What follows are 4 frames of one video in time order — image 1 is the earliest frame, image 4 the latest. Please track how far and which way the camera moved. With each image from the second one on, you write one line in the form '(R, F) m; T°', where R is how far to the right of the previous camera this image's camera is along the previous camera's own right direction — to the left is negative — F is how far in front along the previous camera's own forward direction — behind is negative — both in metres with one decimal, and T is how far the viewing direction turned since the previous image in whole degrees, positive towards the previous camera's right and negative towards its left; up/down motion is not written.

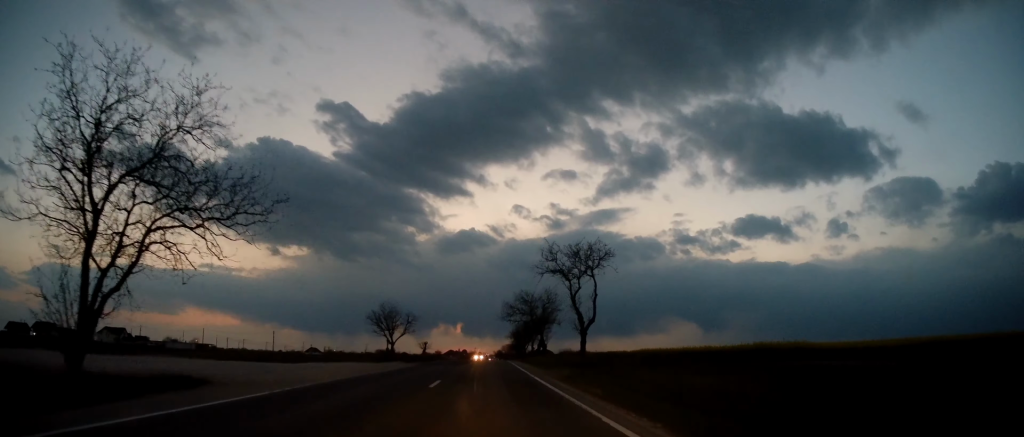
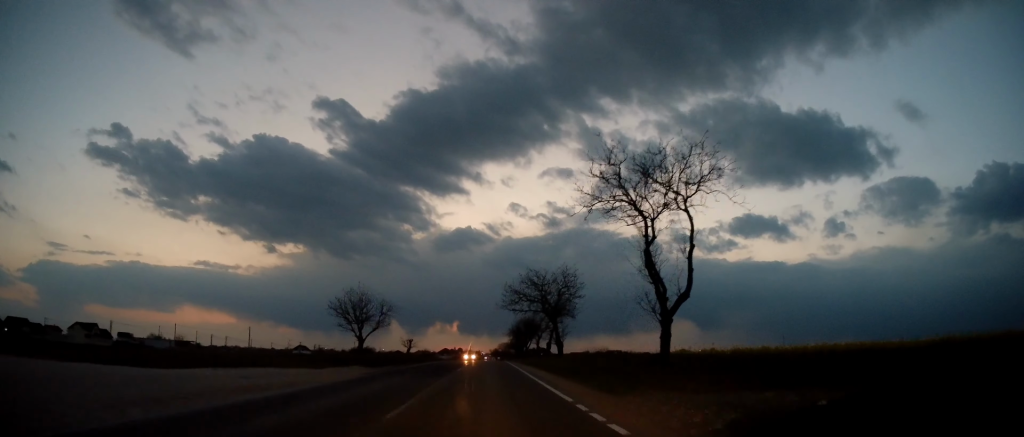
(-0.3, +16.1) m; 0°
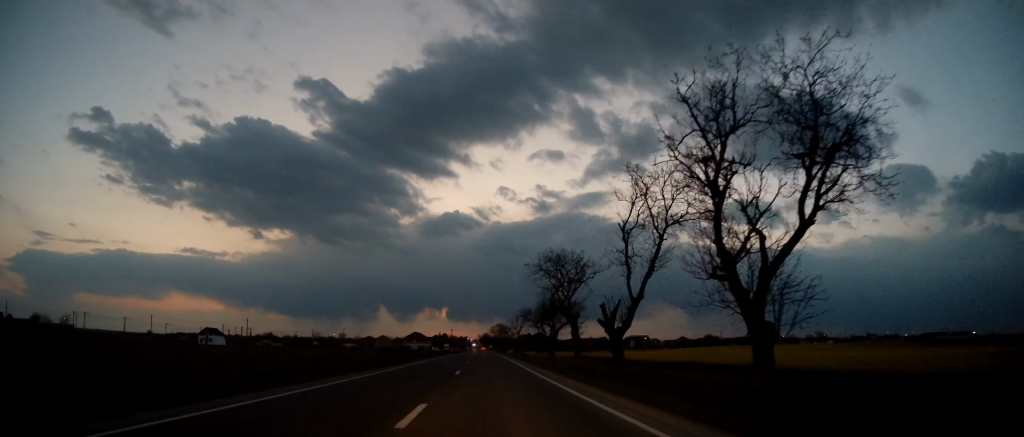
(+3.3, +109.3) m; +1°
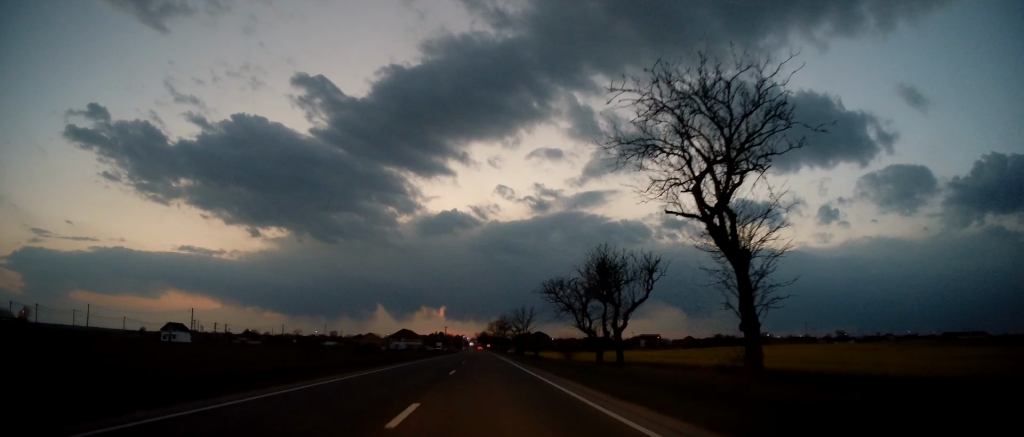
(-0.2, +29.0) m; 0°
